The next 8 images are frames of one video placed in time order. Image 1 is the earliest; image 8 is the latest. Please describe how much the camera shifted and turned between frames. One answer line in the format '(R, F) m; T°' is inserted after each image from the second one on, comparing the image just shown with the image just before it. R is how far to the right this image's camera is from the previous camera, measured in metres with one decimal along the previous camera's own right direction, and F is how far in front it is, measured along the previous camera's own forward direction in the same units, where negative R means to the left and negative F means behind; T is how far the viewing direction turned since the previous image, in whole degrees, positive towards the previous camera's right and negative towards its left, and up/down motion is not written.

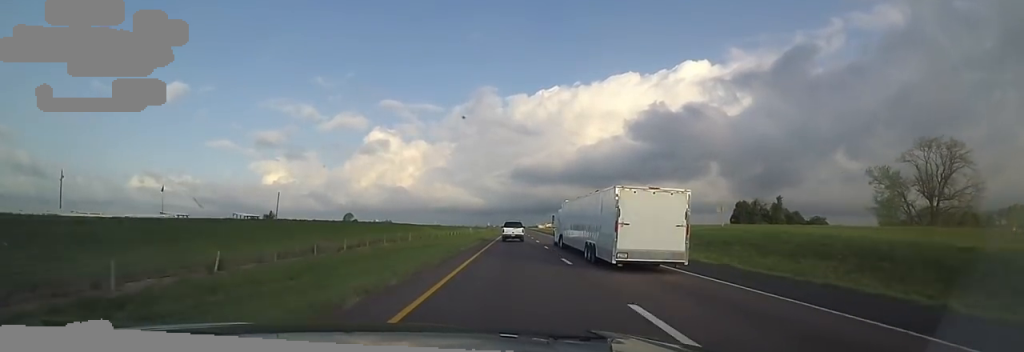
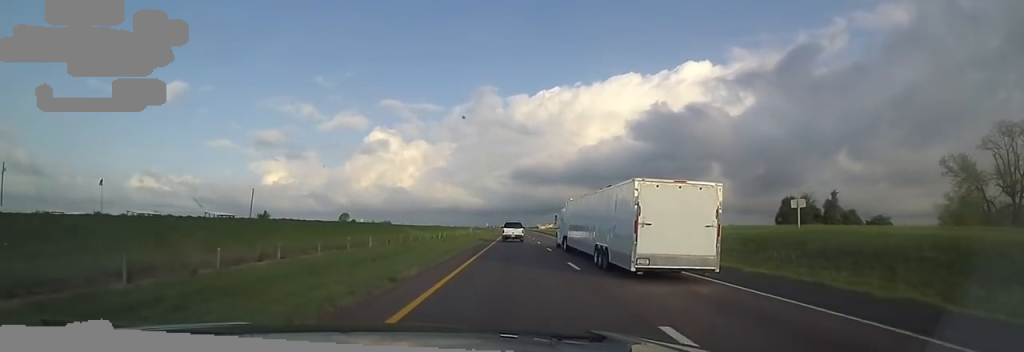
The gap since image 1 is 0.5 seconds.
(+0.5, +15.0) m; 0°
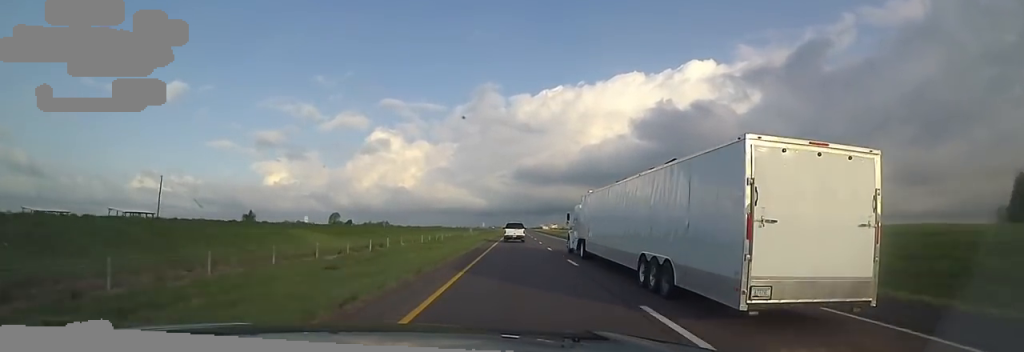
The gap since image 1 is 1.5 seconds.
(-1.4, +34.9) m; 0°
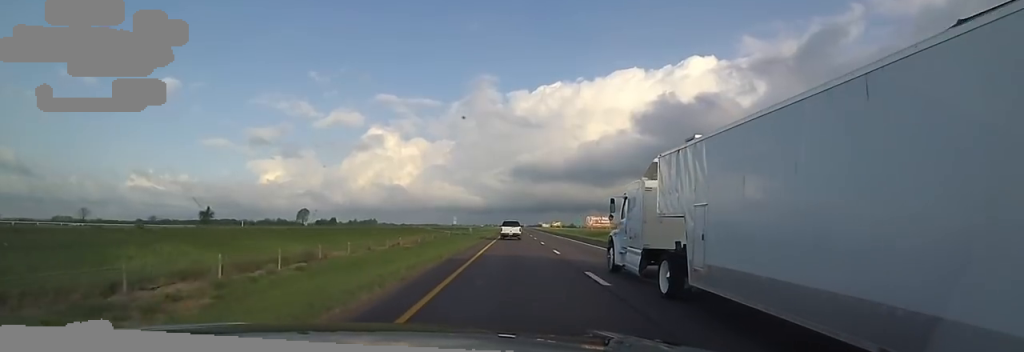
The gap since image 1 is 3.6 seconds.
(+1.9, +67.5) m; 0°
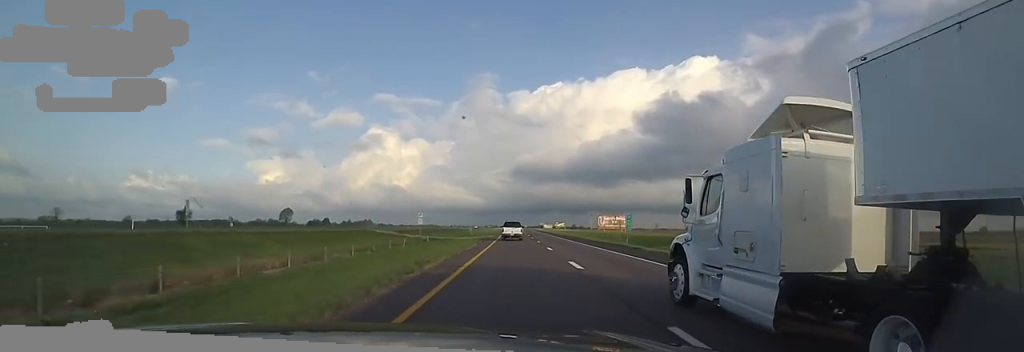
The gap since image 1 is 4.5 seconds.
(-0.9, +32.2) m; 0°
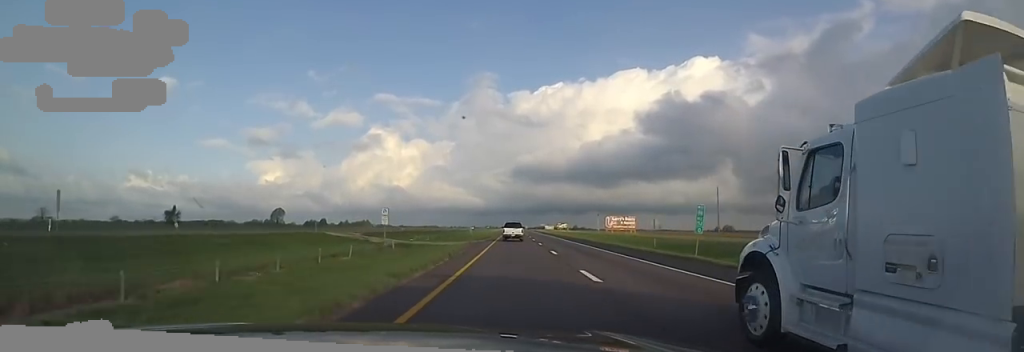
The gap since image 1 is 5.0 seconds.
(+0.7, +15.6) m; 0°
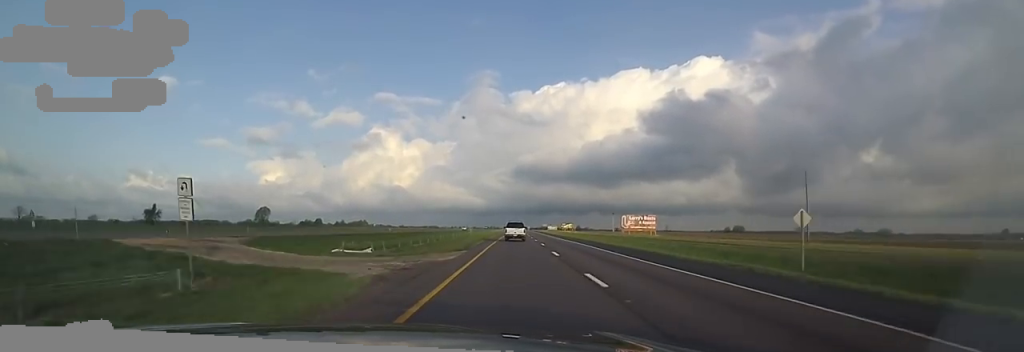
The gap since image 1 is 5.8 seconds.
(-0.1, +25.8) m; 0°
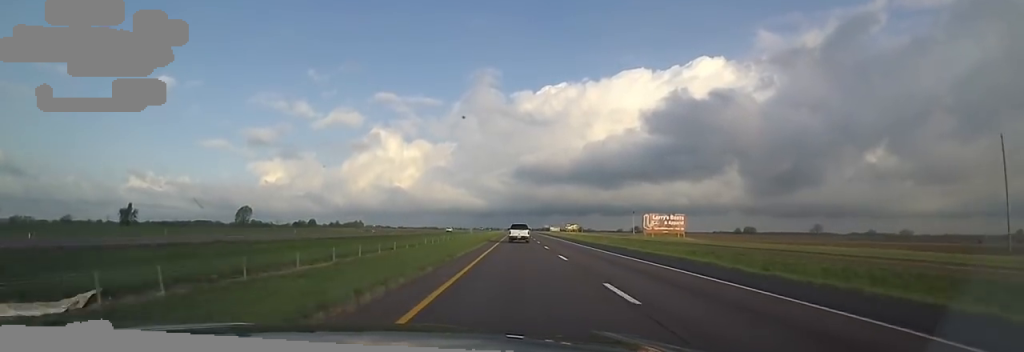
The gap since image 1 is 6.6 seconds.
(-0.6, +27.1) m; 0°
